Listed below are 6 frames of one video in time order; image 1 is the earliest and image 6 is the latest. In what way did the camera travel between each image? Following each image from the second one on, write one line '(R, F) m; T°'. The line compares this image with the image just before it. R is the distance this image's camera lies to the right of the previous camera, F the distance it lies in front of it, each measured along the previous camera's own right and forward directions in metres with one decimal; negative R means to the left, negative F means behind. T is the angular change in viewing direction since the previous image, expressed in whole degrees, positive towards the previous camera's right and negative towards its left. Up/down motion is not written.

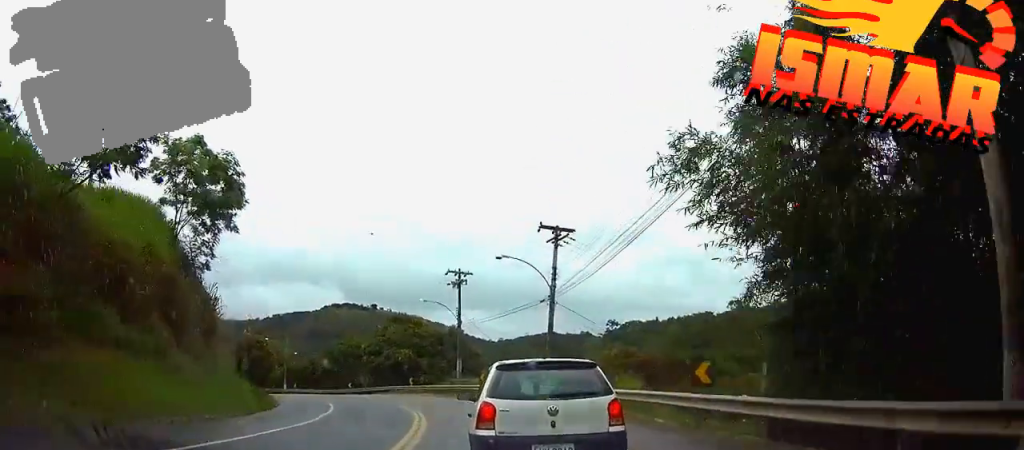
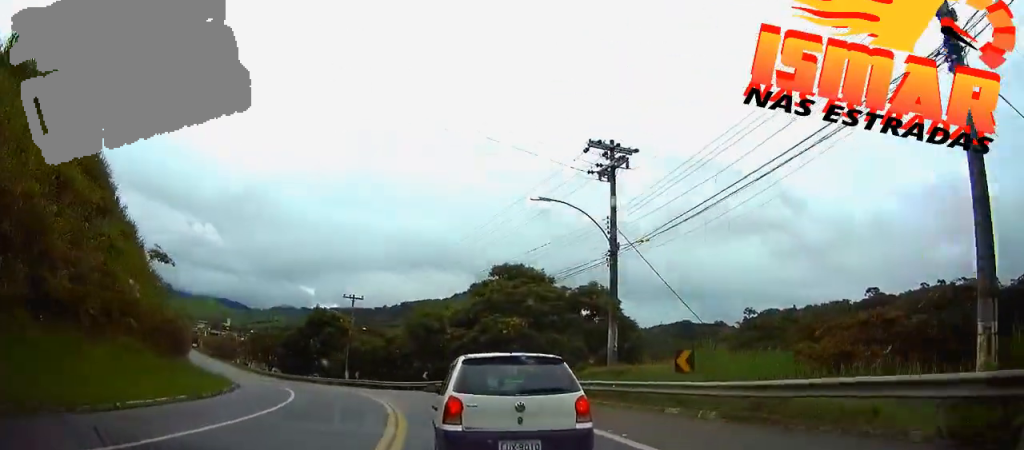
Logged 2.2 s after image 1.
(-3.8, +27.8) m; -13°
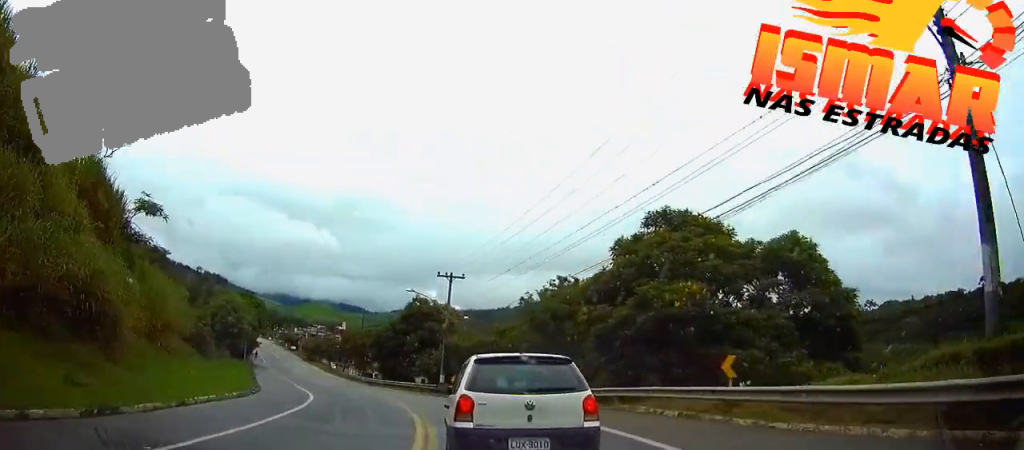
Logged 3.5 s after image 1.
(0.0, +16.5) m; -6°
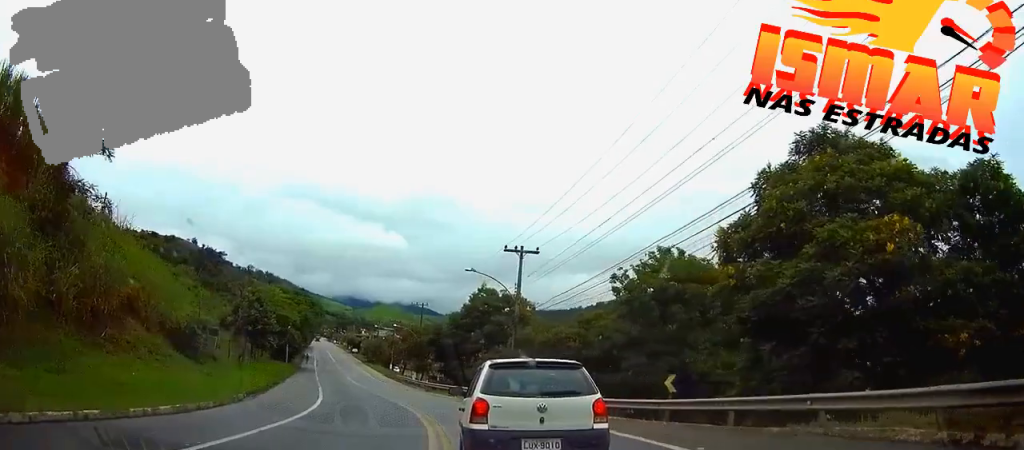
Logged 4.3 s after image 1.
(-1.0, +11.1) m; -7°
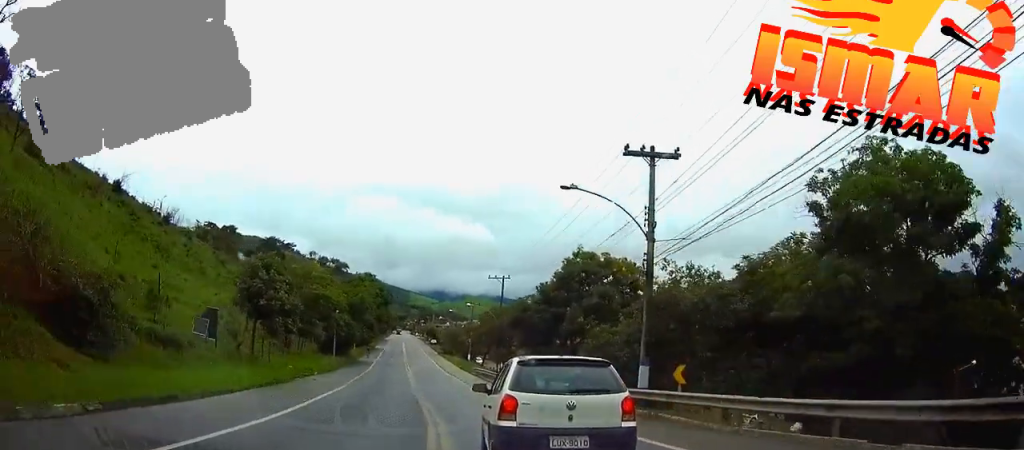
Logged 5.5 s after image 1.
(-1.0, +16.1) m; -7°
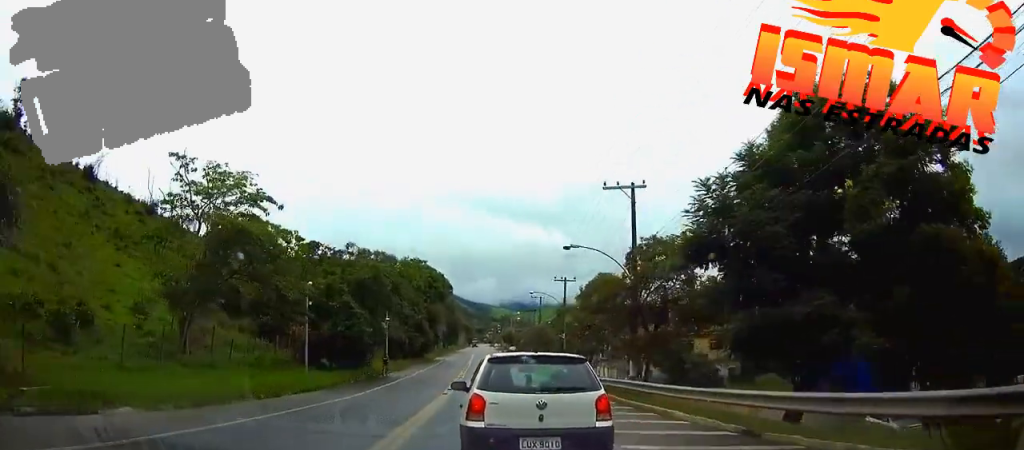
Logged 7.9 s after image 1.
(-2.4, +33.1) m; -6°
